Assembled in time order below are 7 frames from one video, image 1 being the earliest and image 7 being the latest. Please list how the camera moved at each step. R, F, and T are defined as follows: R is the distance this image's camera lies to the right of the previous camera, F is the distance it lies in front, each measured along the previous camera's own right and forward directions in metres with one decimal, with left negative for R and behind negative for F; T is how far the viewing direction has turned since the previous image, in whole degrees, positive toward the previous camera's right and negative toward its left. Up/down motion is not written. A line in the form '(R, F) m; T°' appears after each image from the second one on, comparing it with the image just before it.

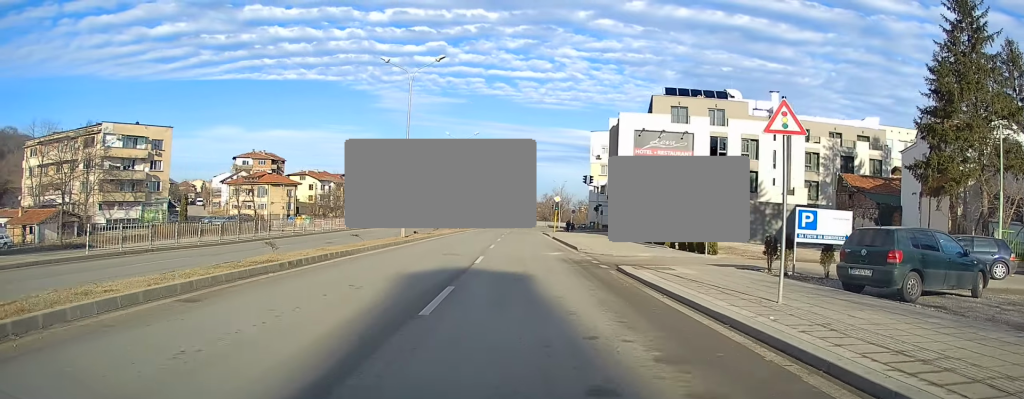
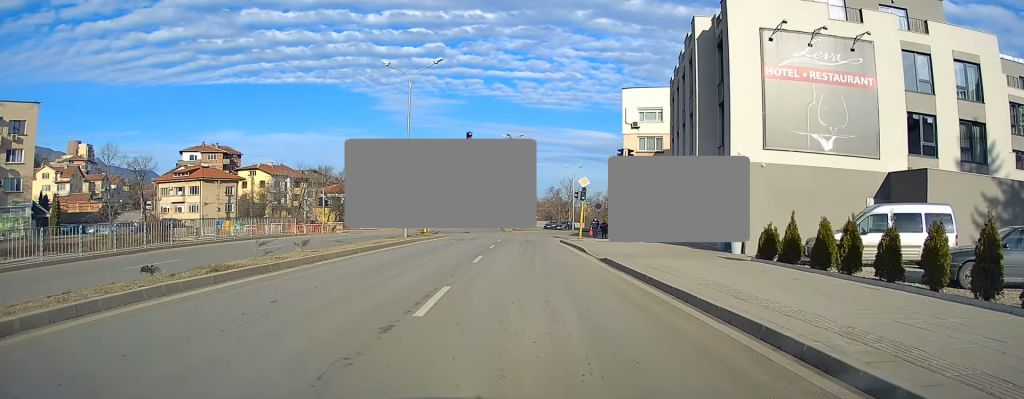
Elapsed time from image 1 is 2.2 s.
(+0.1, +28.1) m; +1°
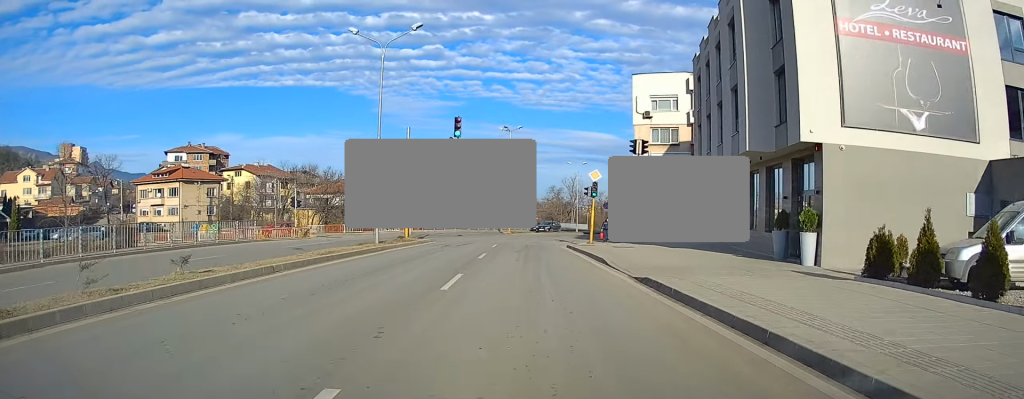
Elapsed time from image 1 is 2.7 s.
(+0.1, +6.3) m; 0°
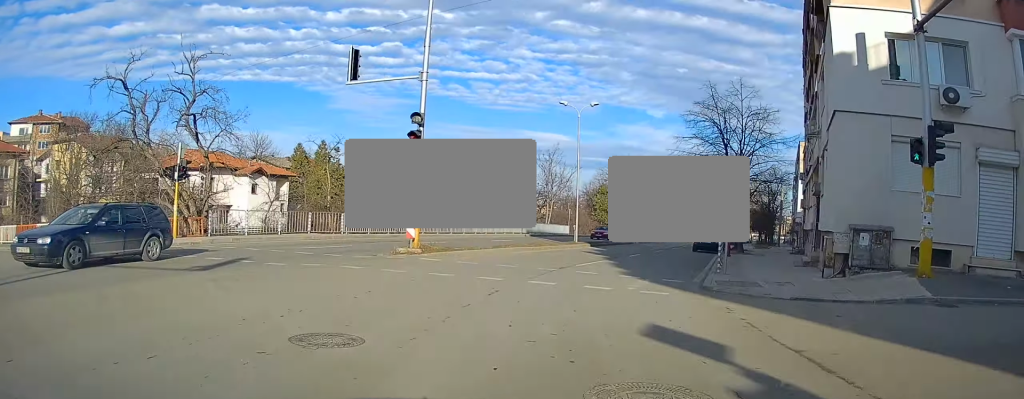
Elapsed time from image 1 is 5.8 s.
(+0.5, +37.8) m; +6°
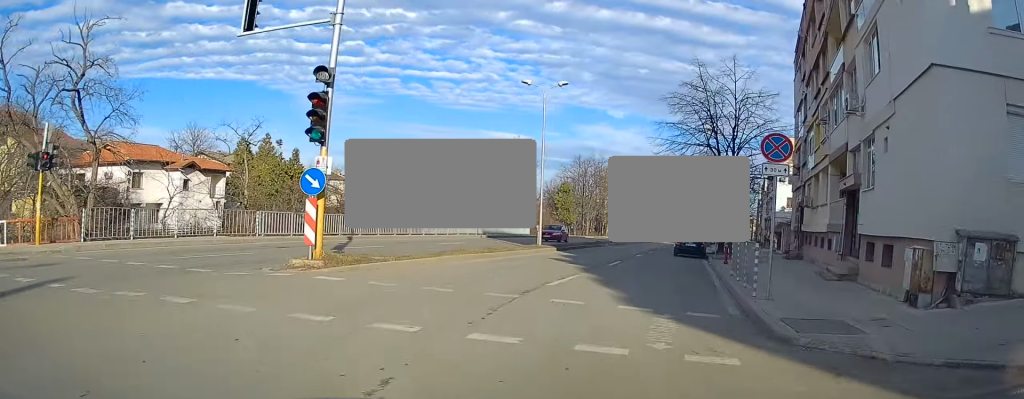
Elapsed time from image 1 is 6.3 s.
(+0.2, +5.6) m; +3°
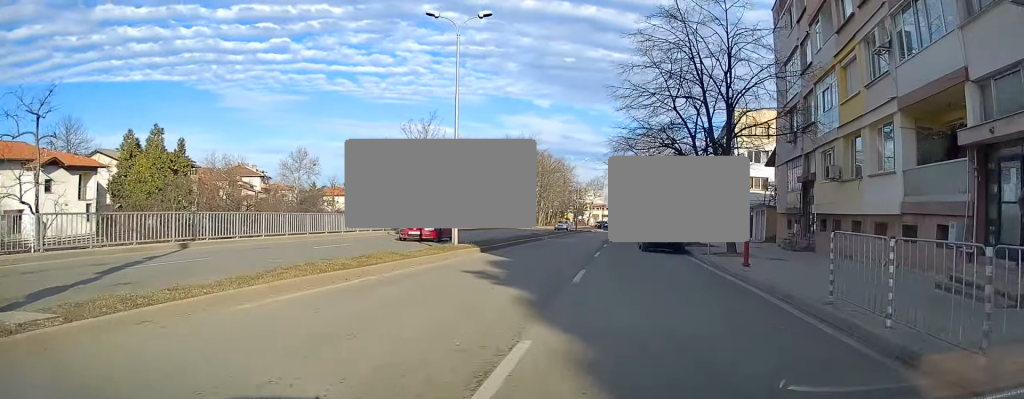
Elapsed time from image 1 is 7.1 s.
(+0.5, +9.7) m; +5°
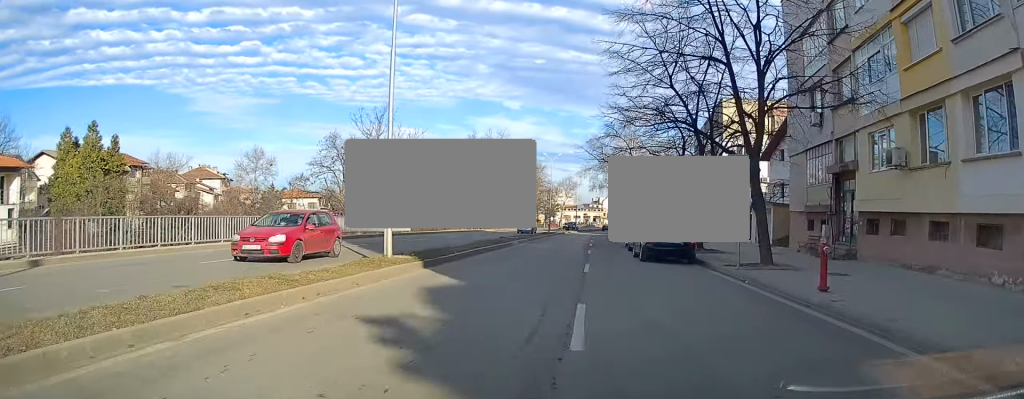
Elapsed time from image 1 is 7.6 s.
(+0.1, +6.0) m; +3°
